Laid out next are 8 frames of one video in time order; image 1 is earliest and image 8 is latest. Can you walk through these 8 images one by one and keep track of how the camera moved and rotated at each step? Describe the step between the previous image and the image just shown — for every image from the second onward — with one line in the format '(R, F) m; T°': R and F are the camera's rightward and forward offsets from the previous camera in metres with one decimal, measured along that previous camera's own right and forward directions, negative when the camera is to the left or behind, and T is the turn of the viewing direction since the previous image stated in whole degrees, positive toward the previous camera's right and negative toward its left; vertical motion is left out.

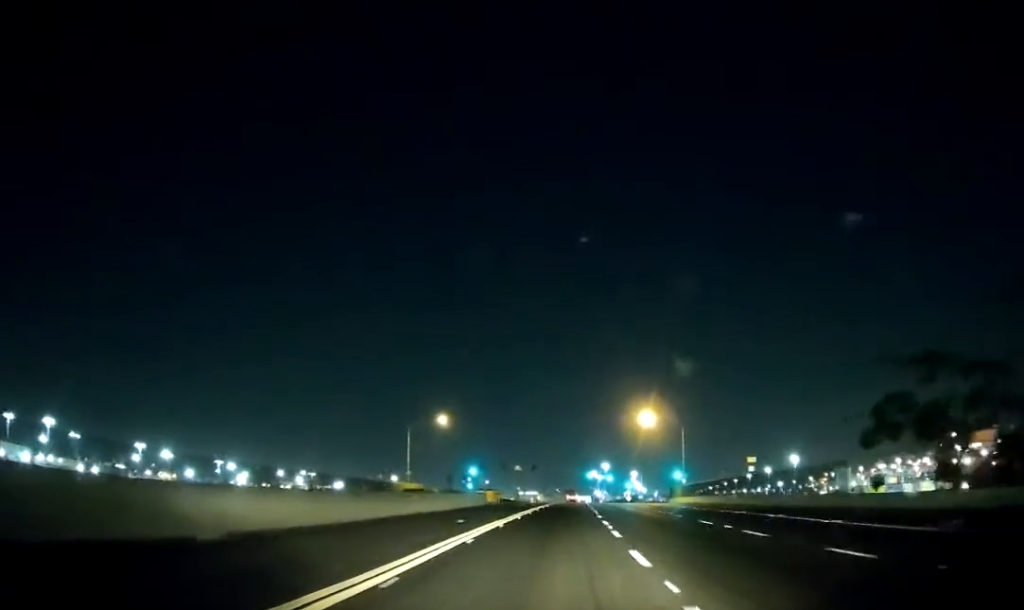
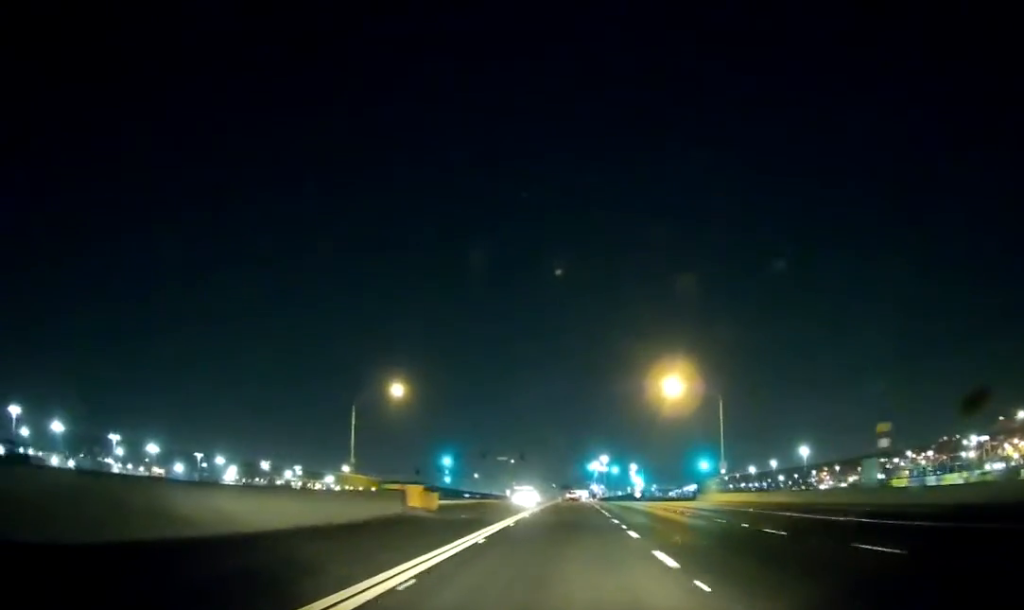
(+0.1, +29.7) m; 0°
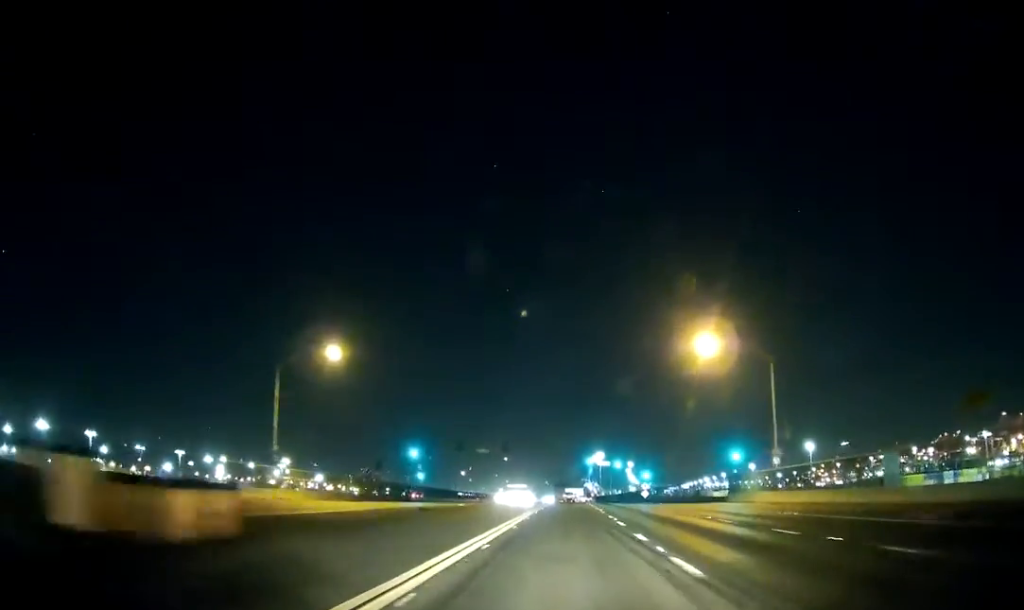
(+0.1, +23.0) m; 0°
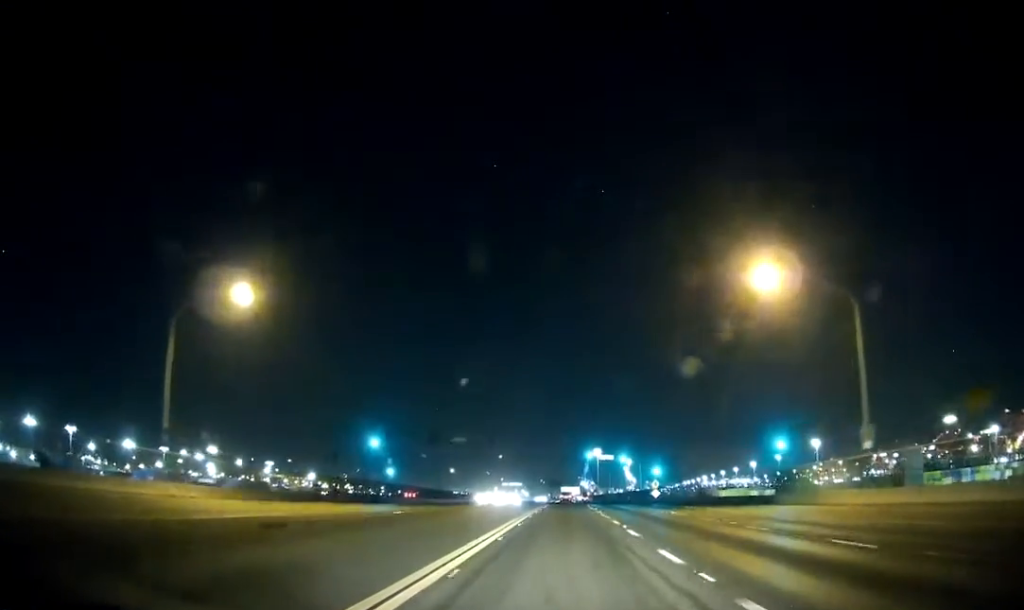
(0.0, +18.4) m; 0°
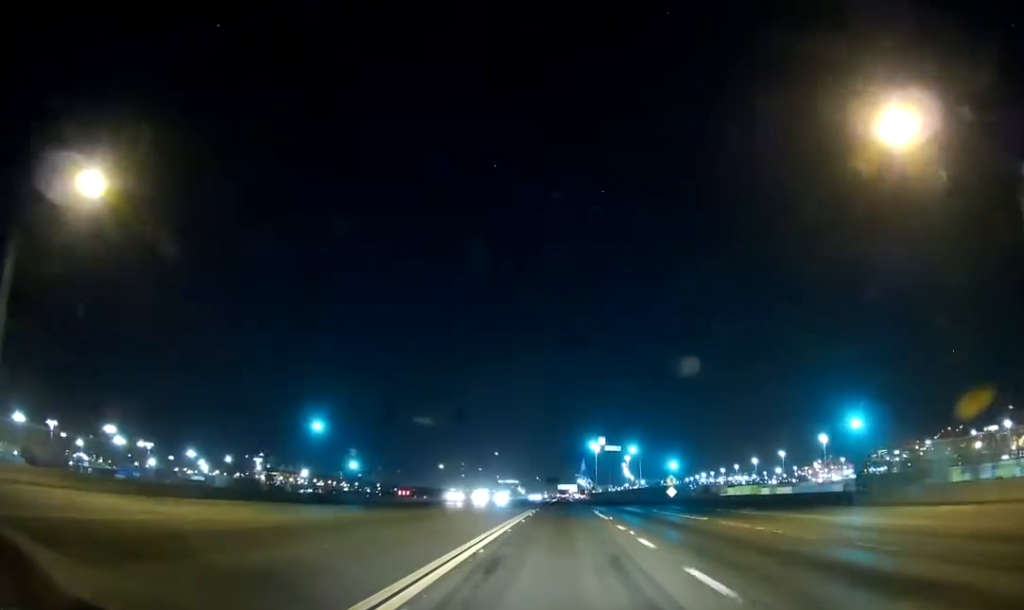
(-0.3, +18.3) m; 0°
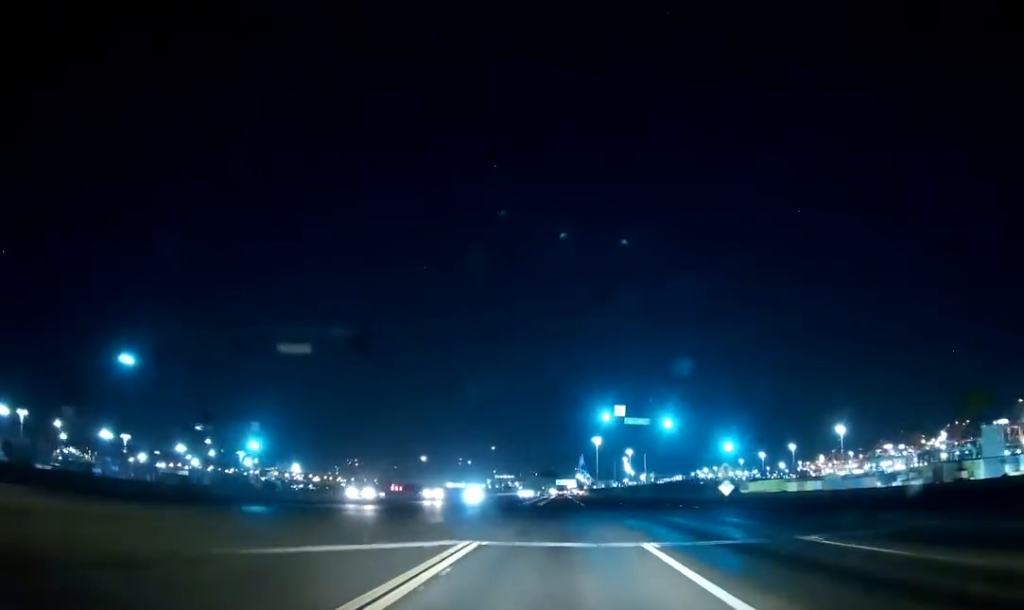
(+0.5, +29.7) m; +1°
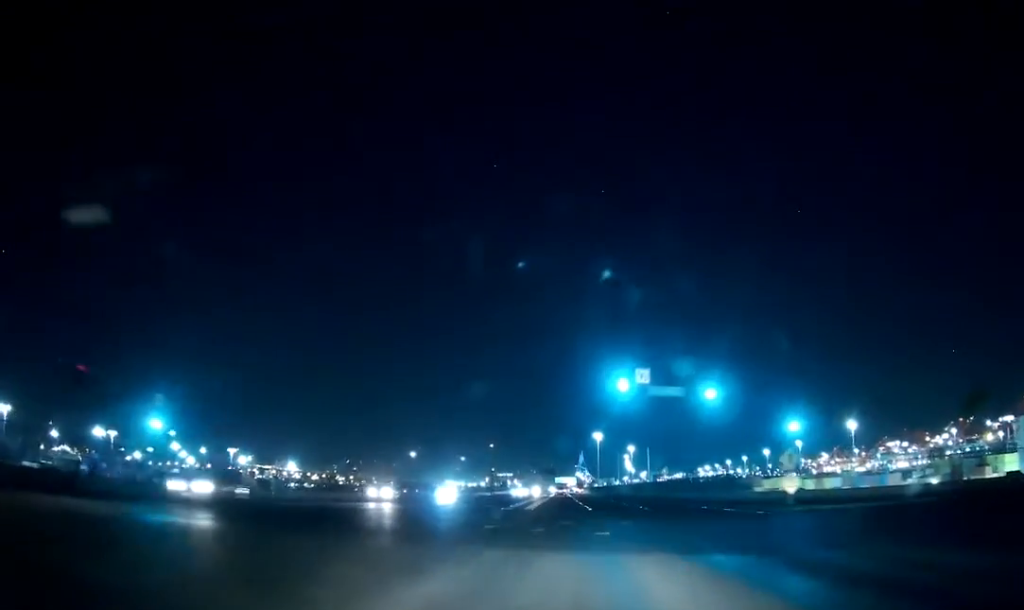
(+0.1, +15.8) m; 0°
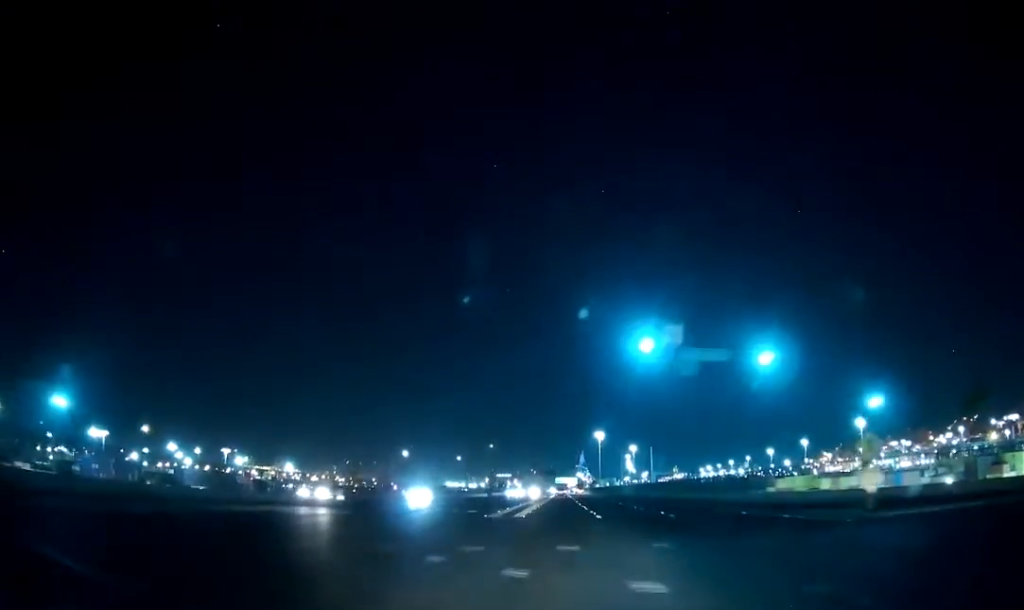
(0.0, +11.5) m; 0°
